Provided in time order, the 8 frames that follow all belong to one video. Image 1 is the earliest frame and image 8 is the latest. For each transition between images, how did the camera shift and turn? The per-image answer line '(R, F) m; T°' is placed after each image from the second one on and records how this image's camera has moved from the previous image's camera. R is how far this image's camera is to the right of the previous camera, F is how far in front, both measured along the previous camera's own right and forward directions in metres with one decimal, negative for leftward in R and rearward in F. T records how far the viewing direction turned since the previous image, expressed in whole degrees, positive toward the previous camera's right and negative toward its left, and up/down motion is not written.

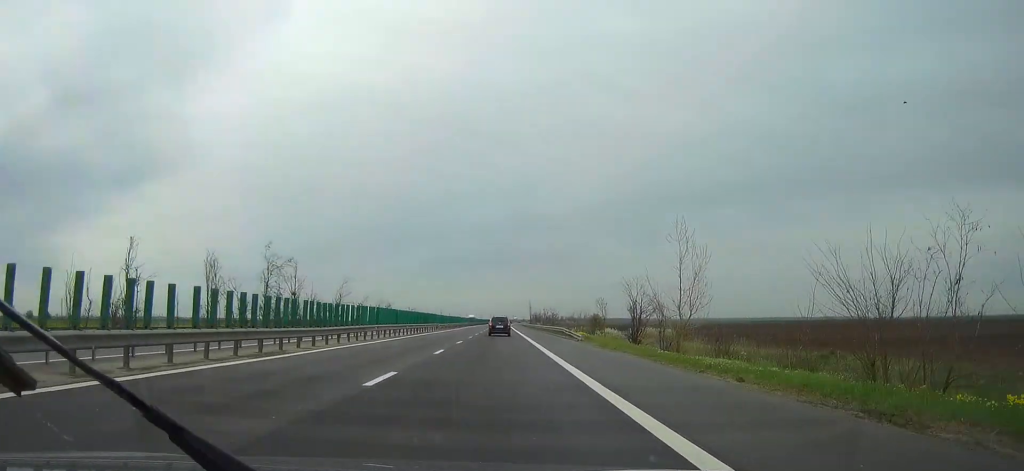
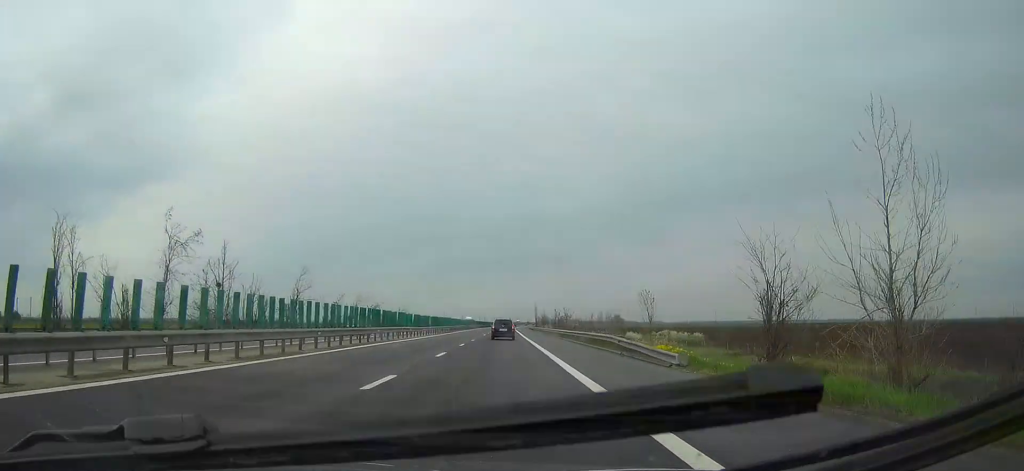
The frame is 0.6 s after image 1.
(0.0, +24.1) m; 0°
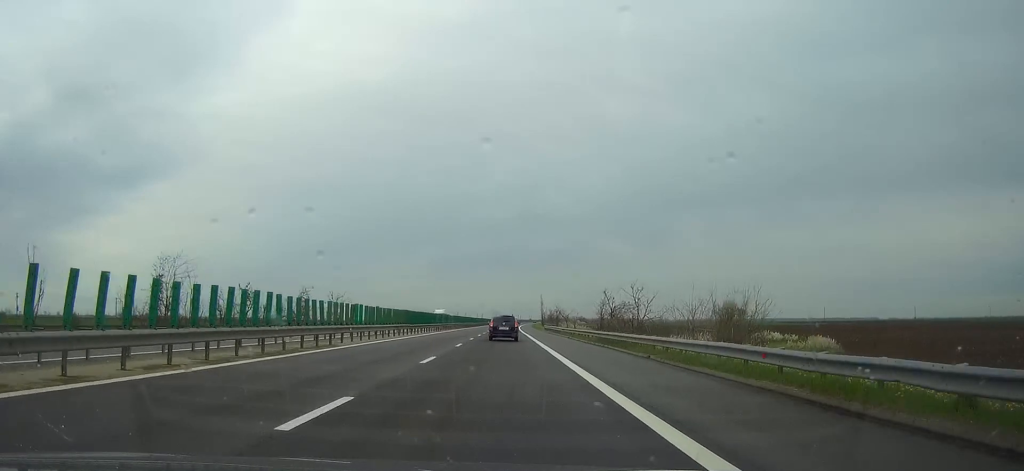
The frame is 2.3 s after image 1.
(-0.2, +64.5) m; 0°
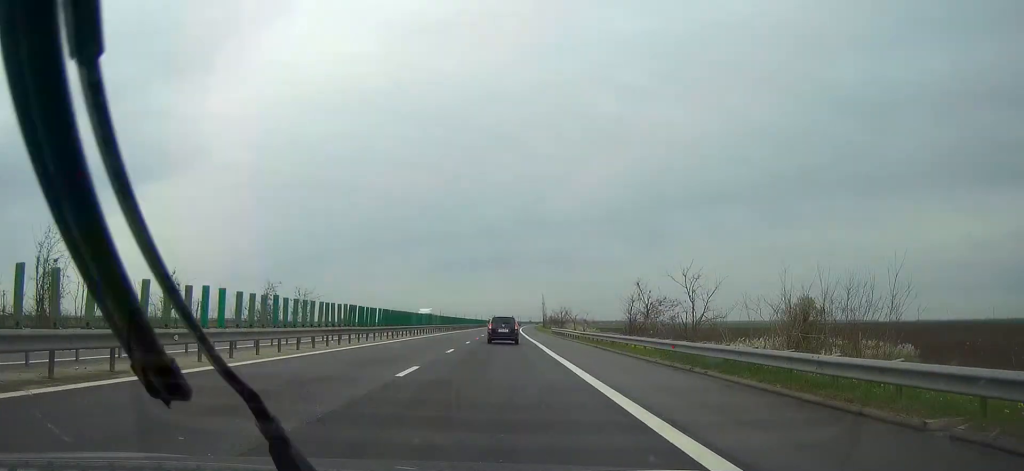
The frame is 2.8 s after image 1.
(-0.1, +16.4) m; 0°
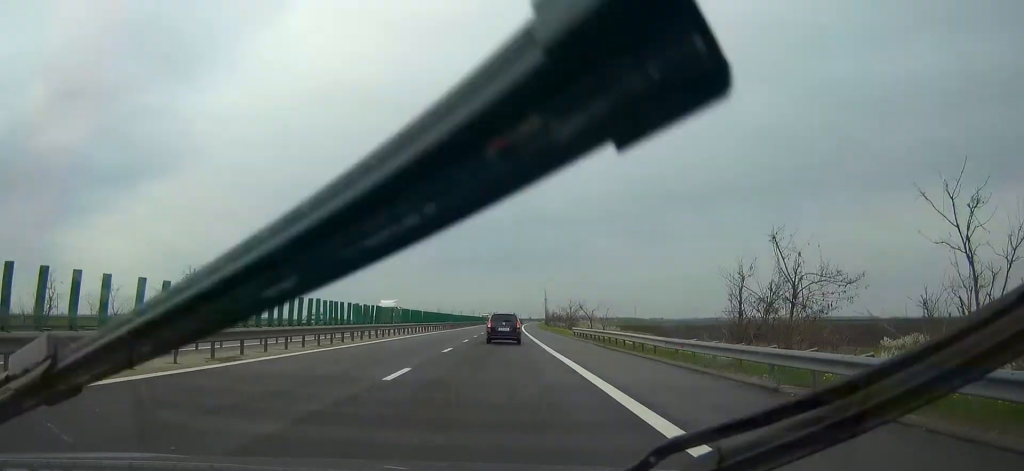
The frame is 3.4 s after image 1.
(+0.2, +25.1) m; 0°
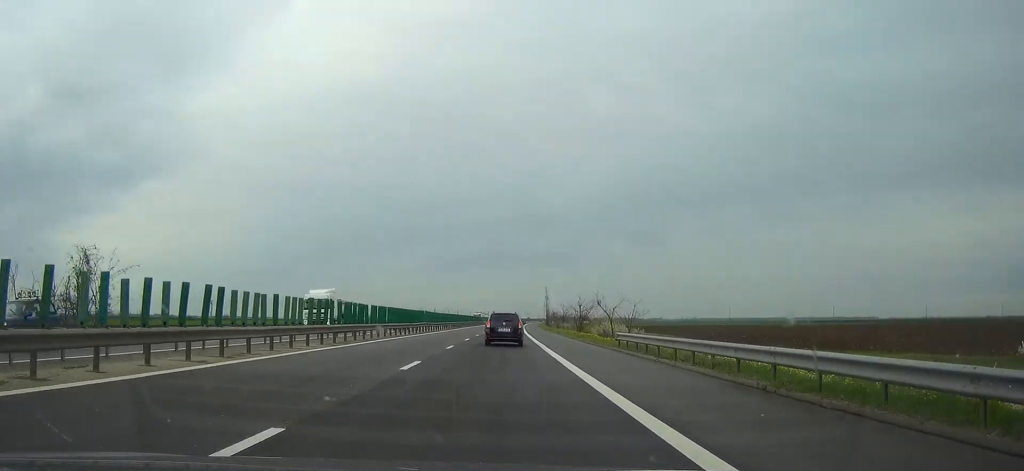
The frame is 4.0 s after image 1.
(0.0, +21.3) m; 0°
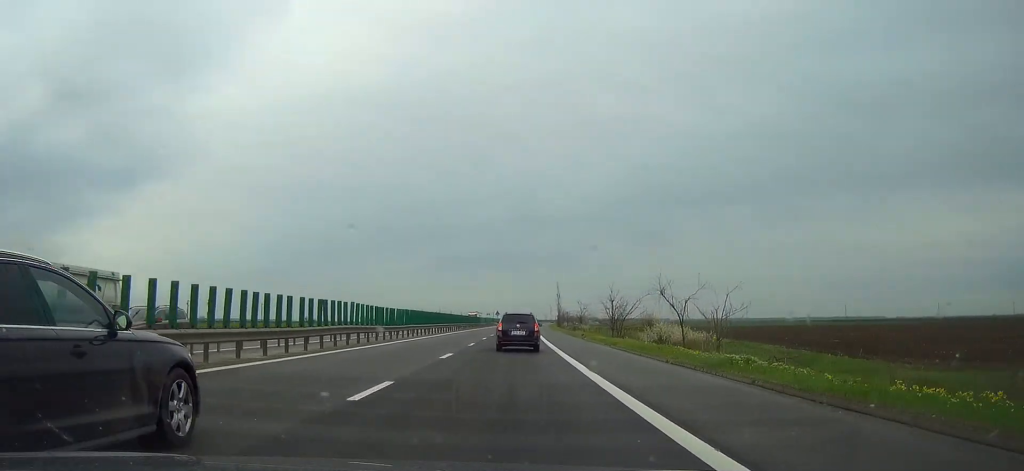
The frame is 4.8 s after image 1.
(-0.1, +30.0) m; 0°
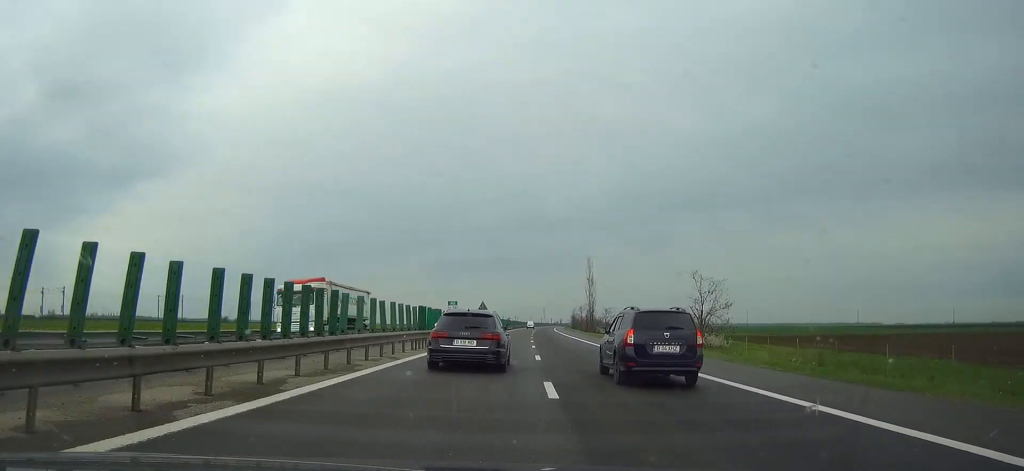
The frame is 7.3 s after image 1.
(0.0, +92.9) m; +2°
